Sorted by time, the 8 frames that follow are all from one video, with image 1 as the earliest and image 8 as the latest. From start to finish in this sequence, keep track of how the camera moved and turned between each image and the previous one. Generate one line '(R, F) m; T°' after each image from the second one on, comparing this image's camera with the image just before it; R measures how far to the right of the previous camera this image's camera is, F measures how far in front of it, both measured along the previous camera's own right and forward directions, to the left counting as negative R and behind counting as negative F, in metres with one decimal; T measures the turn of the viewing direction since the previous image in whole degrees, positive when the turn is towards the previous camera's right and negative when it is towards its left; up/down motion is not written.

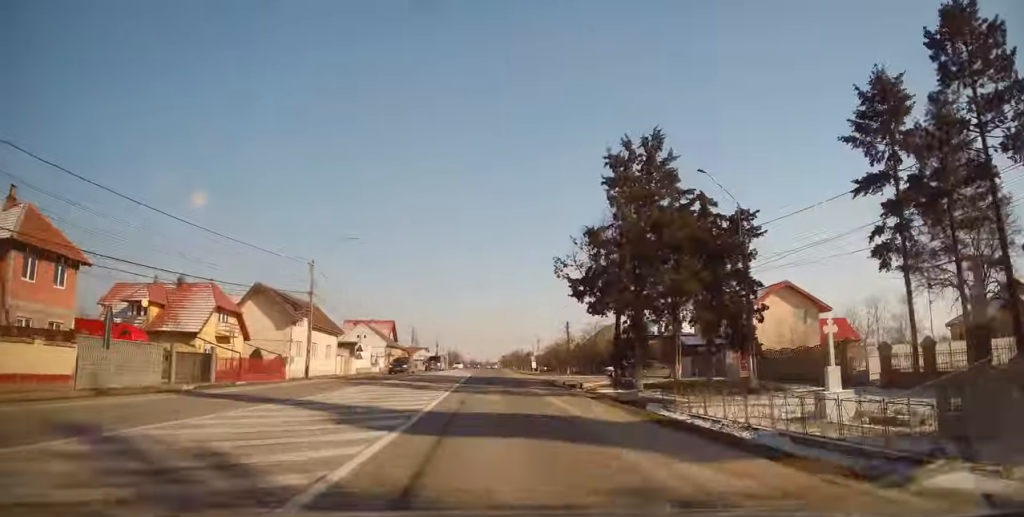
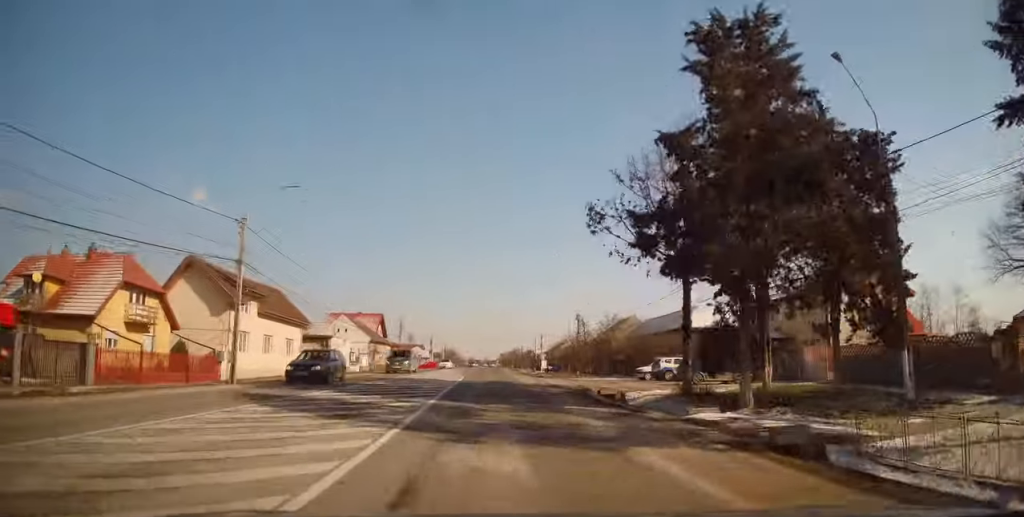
(+0.2, +11.1) m; +1°
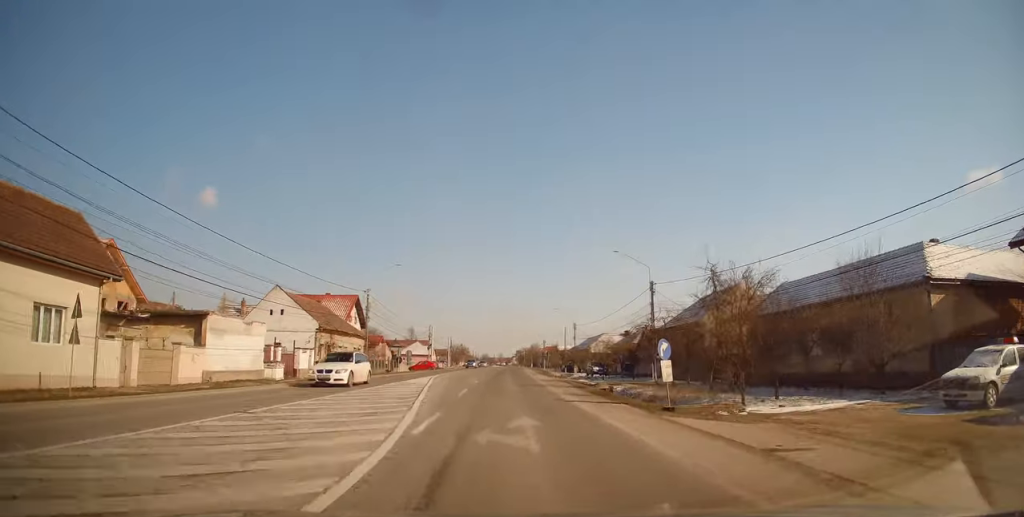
(0.0, +29.1) m; -2°
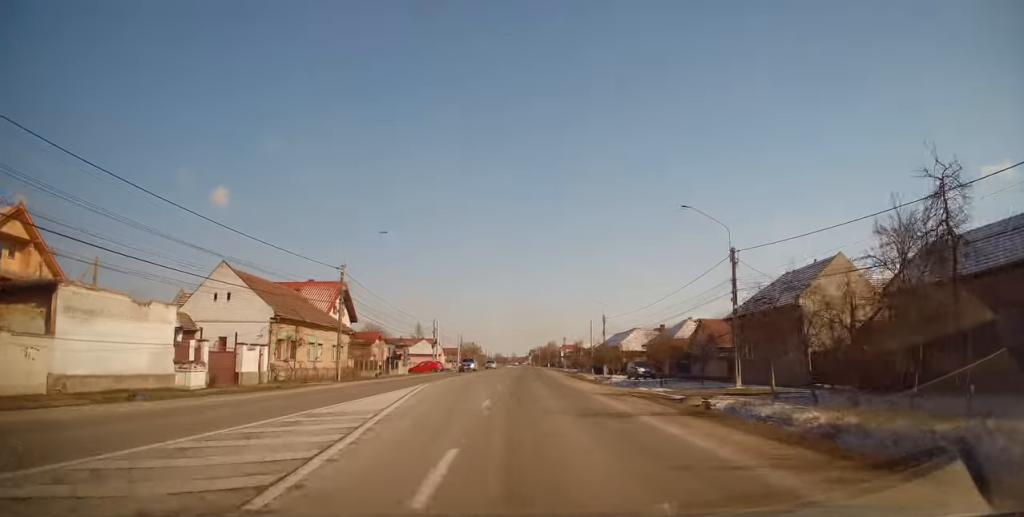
(-0.5, +13.6) m; -2°
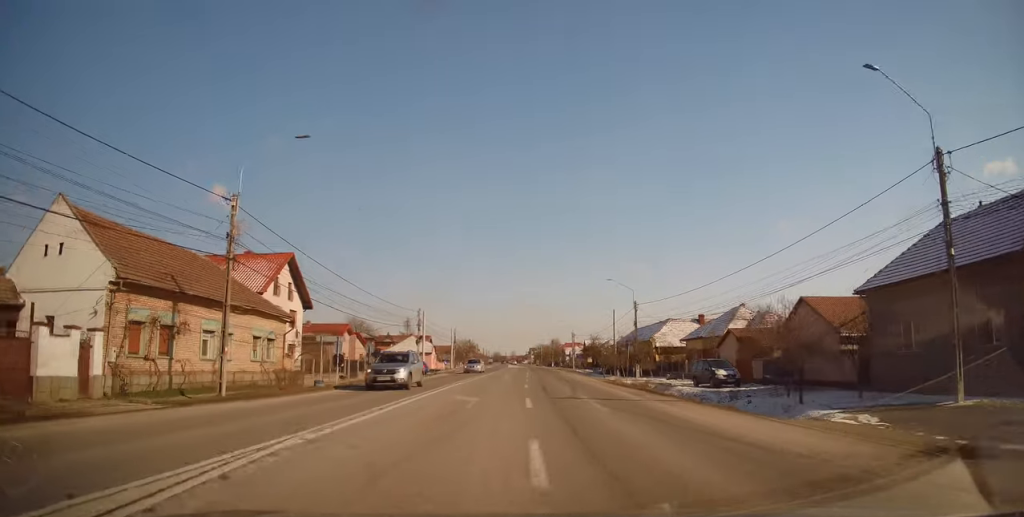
(-0.1, +17.3) m; +2°
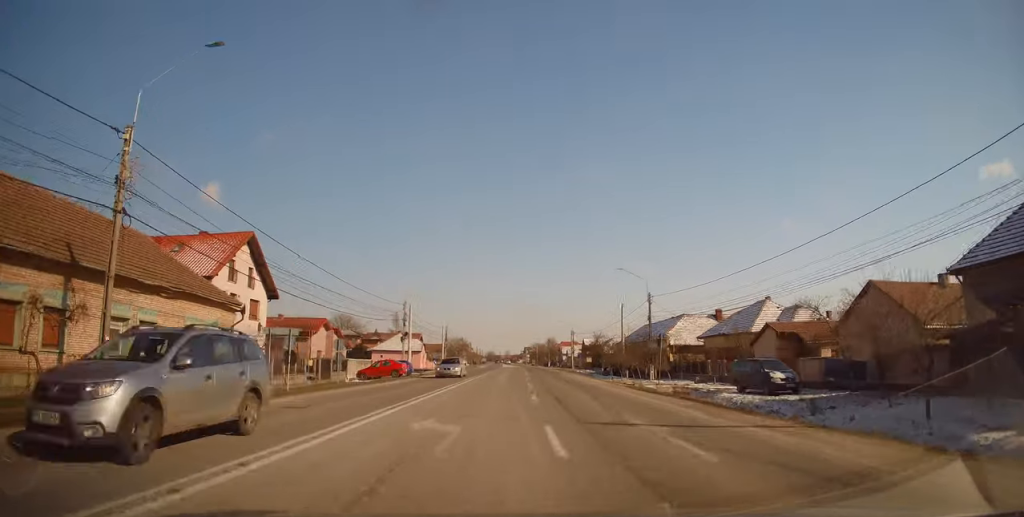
(+0.3, +7.2) m; +1°
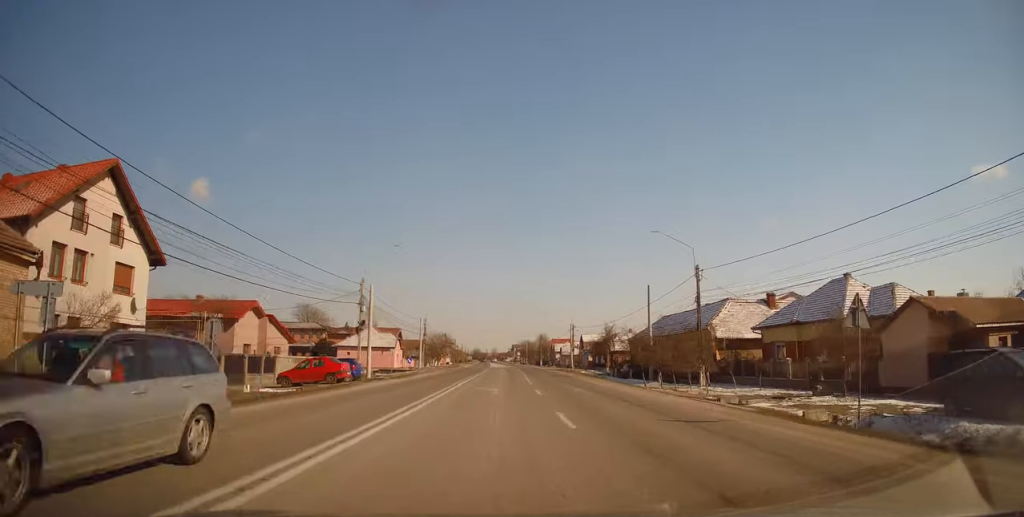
(+0.2, +15.1) m; +1°
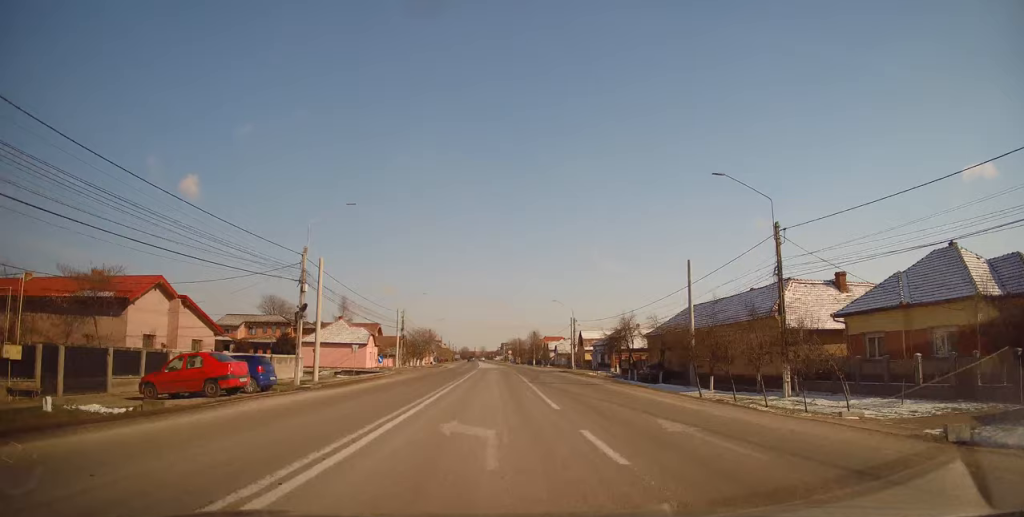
(0.0, +12.2) m; +1°
